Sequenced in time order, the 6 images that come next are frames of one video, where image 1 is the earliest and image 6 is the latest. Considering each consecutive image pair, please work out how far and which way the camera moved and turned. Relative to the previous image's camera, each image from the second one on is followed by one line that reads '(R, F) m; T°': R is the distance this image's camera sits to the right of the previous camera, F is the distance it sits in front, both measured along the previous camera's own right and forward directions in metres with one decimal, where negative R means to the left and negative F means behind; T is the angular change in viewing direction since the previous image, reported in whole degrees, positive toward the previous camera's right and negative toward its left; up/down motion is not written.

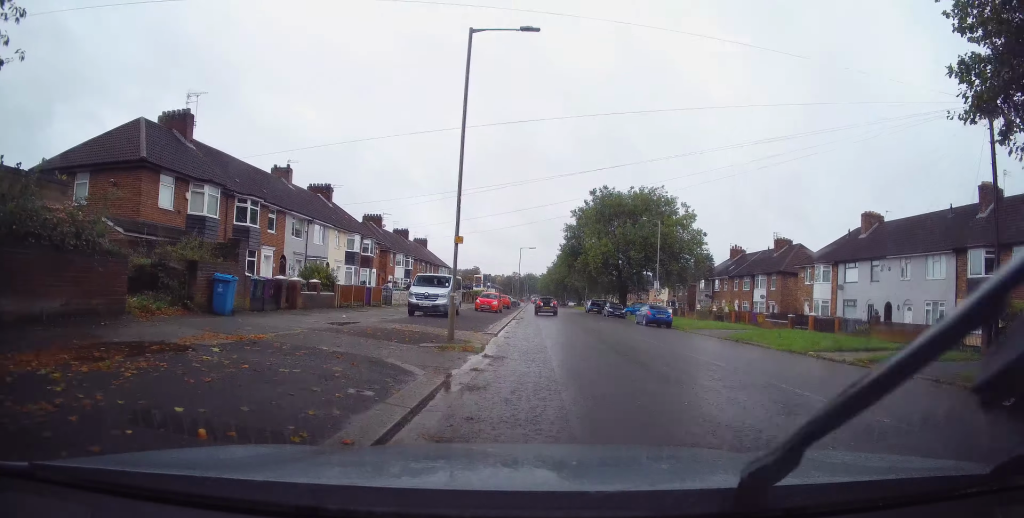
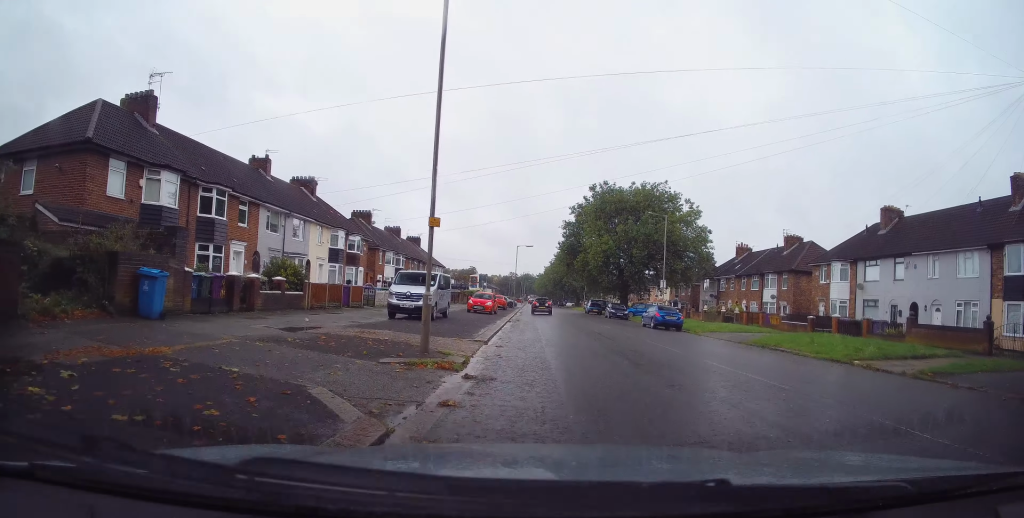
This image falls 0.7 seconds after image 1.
(+0.1, +2.8) m; -1°
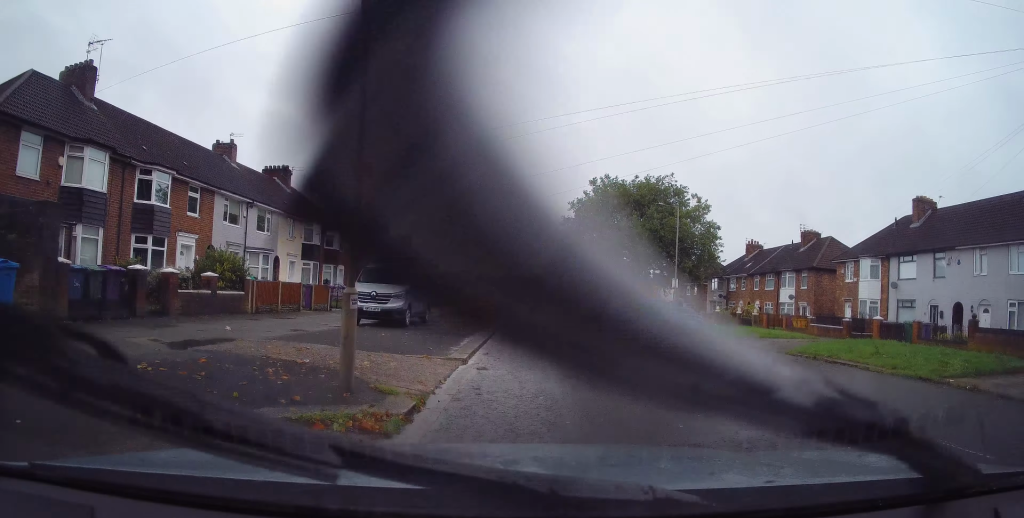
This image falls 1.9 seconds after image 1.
(-0.4, +4.2) m; -4°
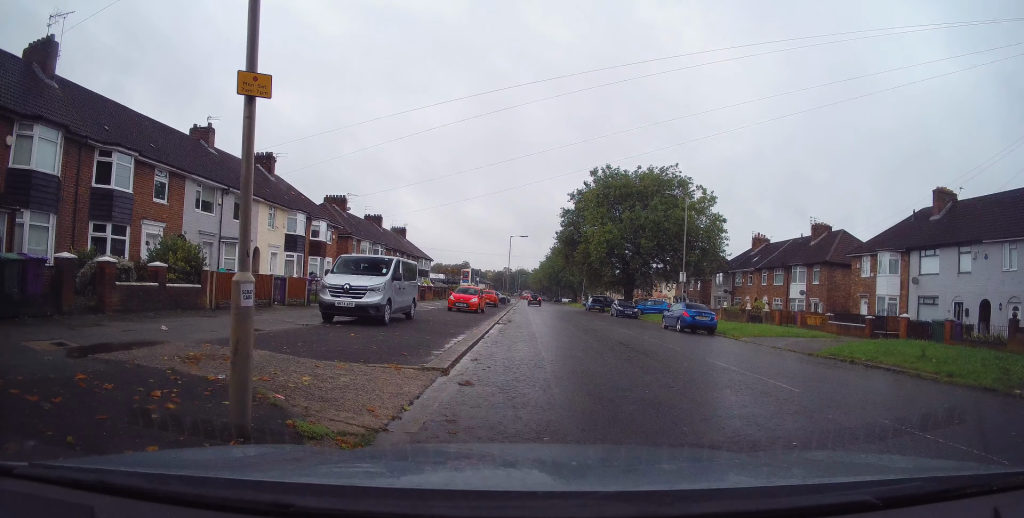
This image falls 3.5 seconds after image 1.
(+0.2, +2.7) m; +2°
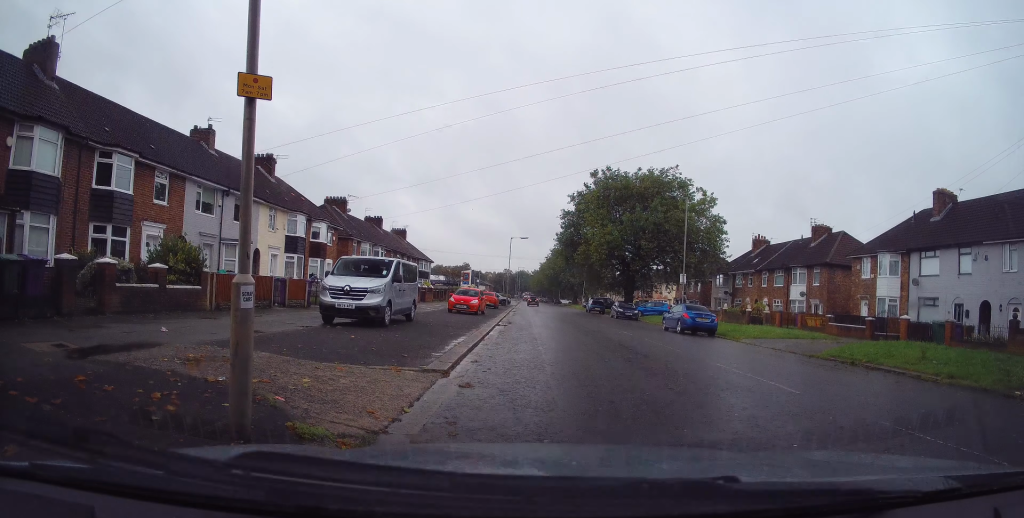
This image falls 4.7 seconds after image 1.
(0.0, 0.0) m; 0°
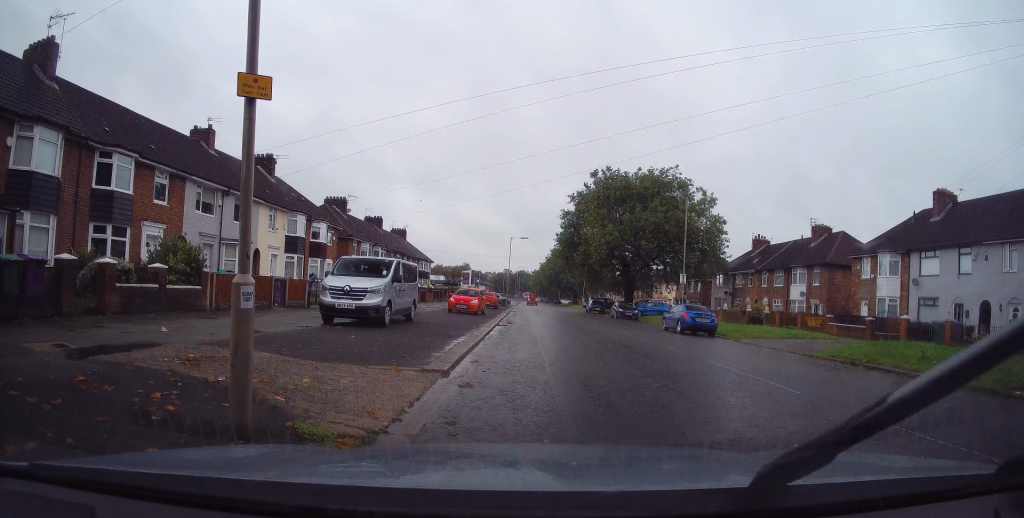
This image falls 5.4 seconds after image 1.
(0.0, 0.0) m; 0°
